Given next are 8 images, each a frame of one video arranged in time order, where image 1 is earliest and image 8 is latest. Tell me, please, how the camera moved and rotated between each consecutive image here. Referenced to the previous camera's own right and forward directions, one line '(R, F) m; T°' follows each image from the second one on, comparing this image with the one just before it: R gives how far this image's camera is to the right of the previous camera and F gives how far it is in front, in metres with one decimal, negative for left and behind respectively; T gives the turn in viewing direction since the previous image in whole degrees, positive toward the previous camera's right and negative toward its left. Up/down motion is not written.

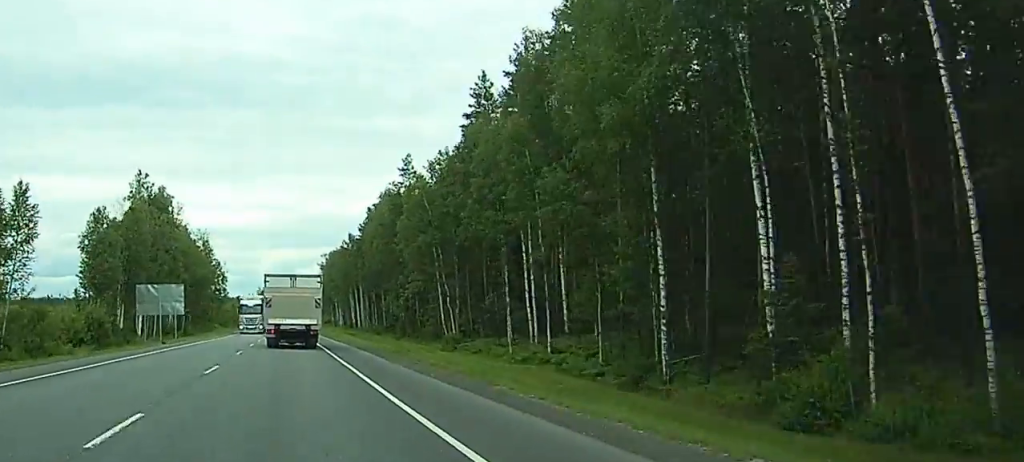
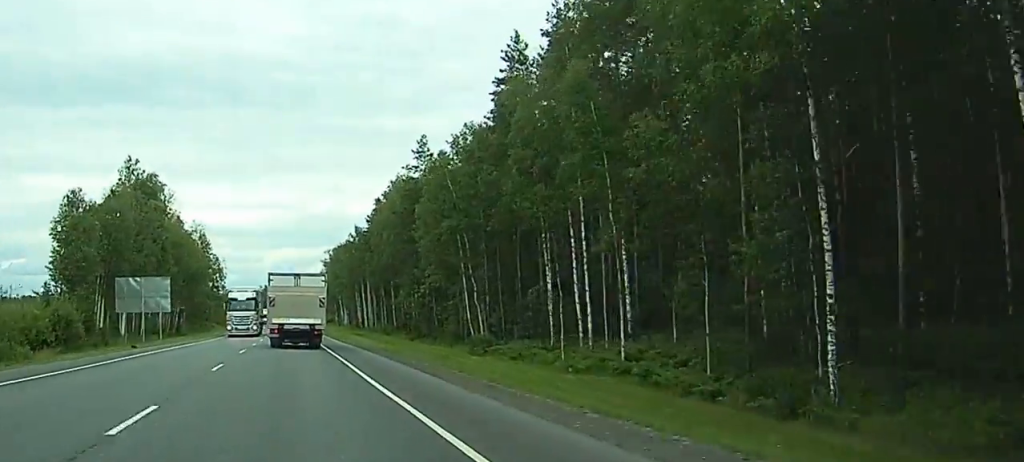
(0.0, +11.3) m; 0°
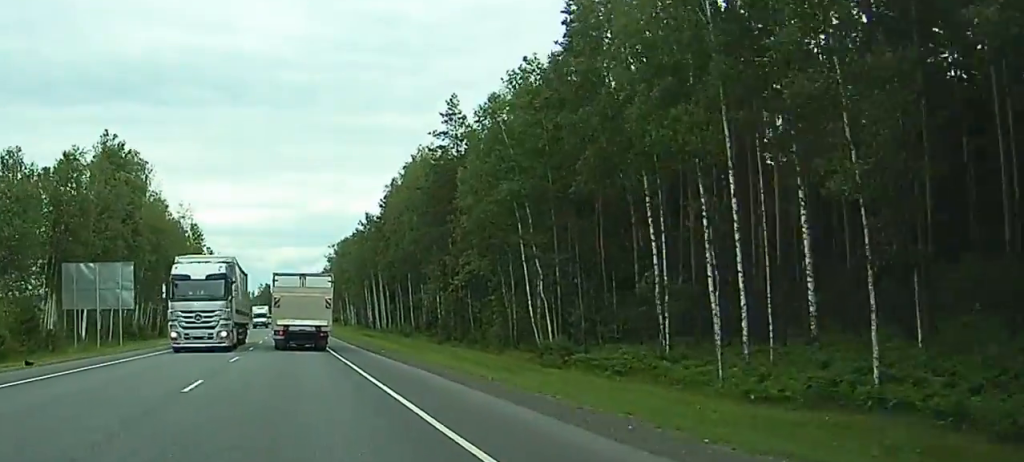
(0.0, +18.3) m; 0°
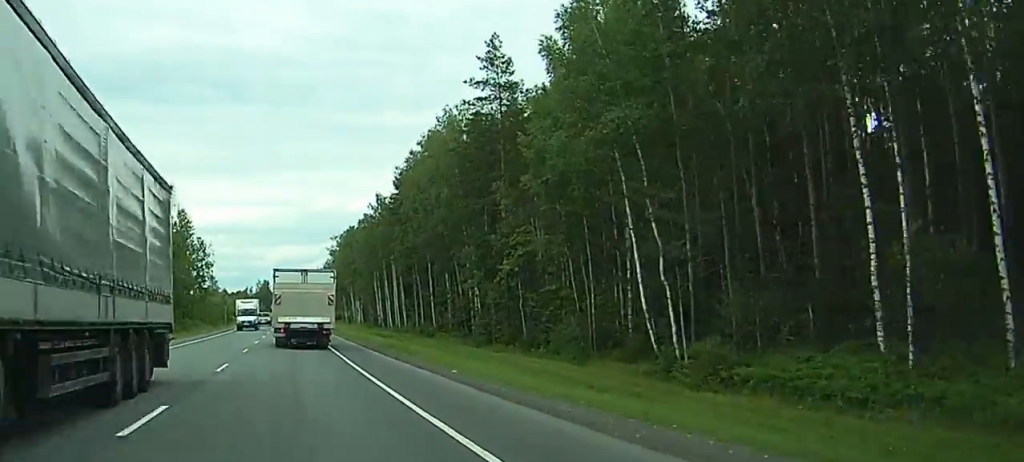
(-0.1, +17.7) m; 0°
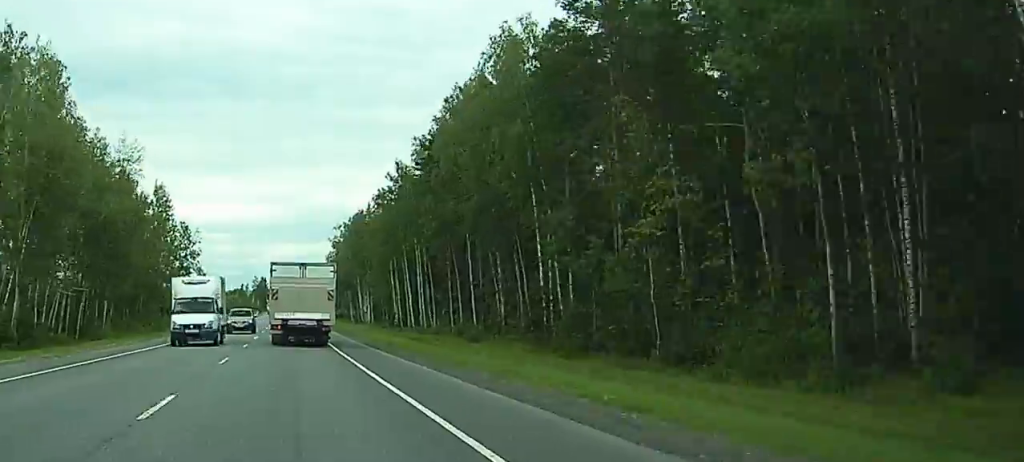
(0.0, +23.2) m; 0°
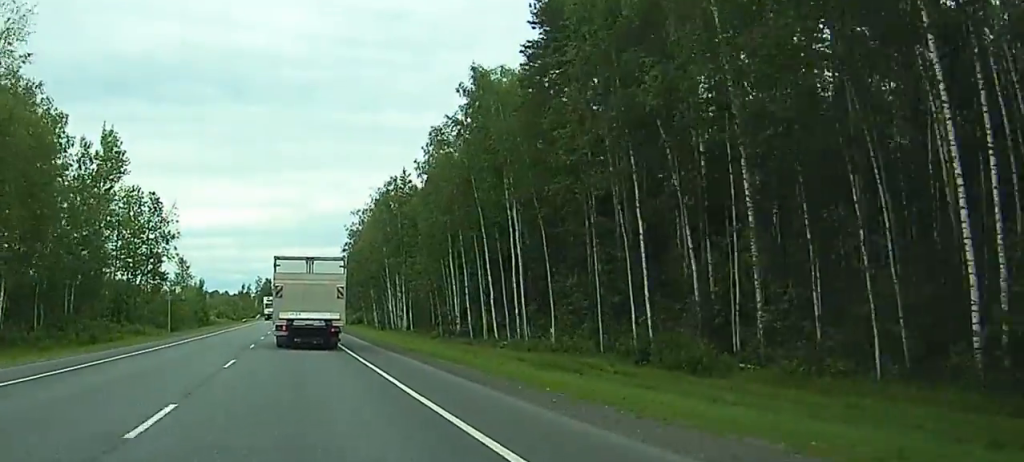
(+0.2, +38.0) m; +3°
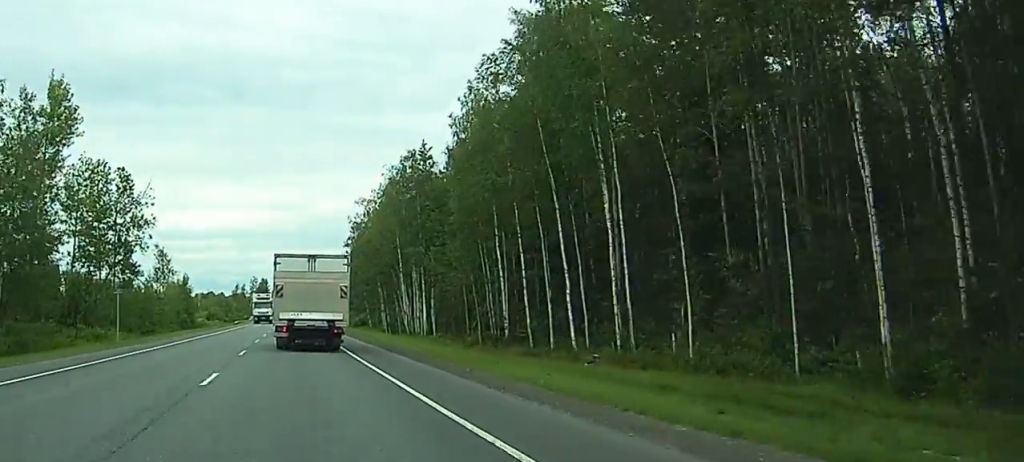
(+1.2, +18.3) m; -3°
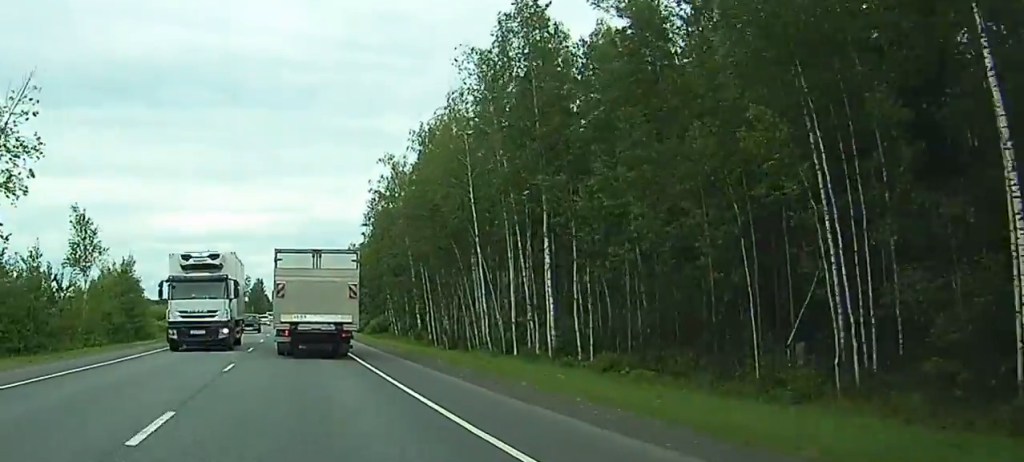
(-3.2, +44.8) m; -3°
